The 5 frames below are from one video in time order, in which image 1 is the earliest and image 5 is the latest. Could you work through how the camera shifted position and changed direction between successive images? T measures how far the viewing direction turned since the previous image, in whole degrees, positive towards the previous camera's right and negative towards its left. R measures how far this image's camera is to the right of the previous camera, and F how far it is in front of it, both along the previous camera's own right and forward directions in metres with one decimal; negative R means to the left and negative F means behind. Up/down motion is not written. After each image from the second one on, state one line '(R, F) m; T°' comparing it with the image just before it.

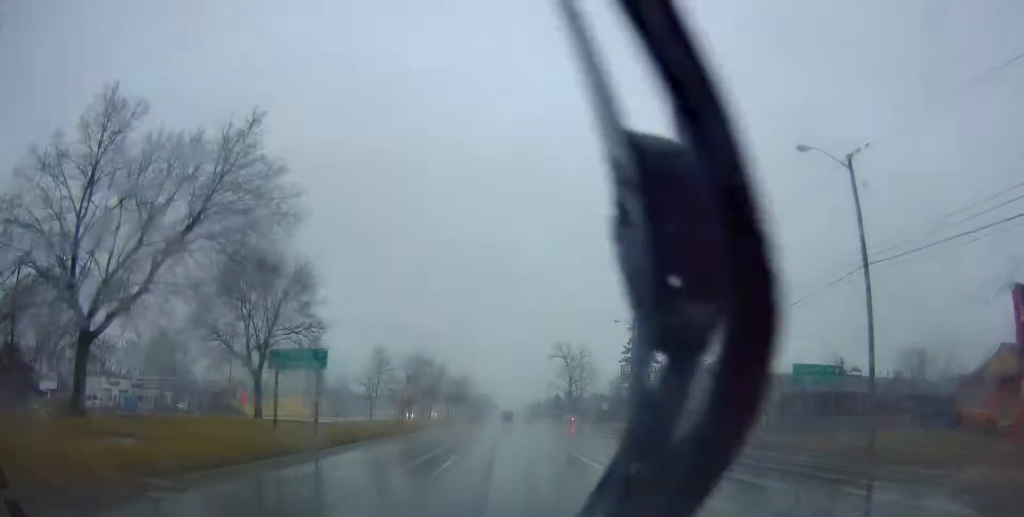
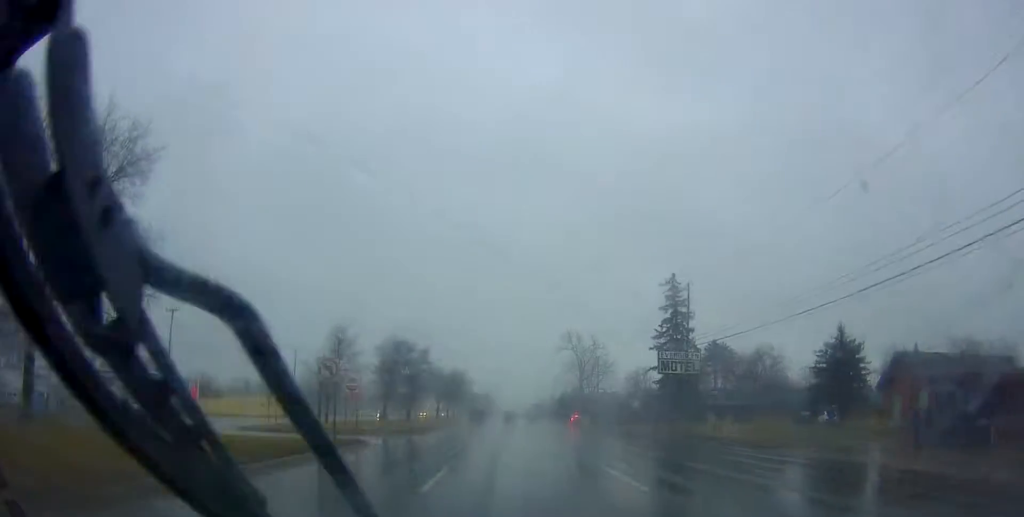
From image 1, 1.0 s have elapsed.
(-0.3, +19.6) m; -1°
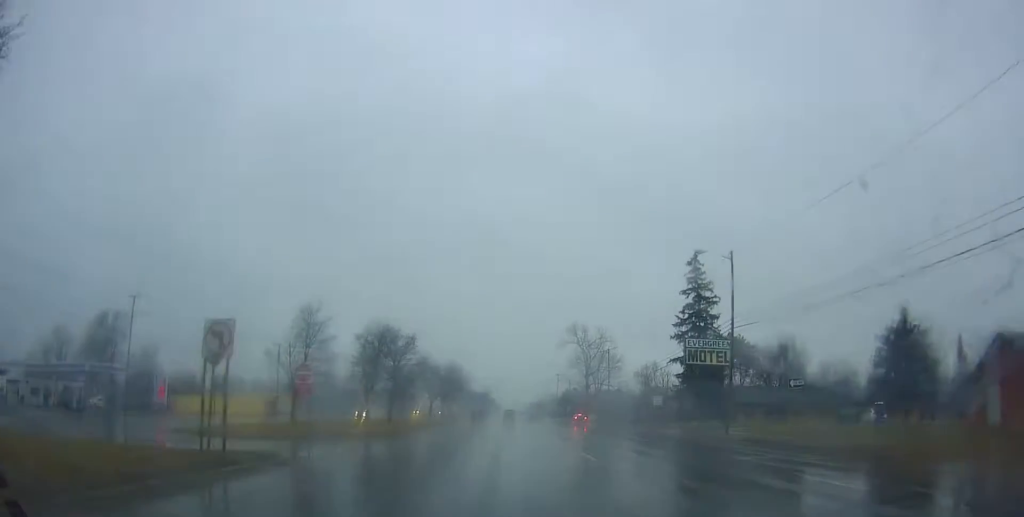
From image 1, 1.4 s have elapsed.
(-0.5, +9.5) m; 0°
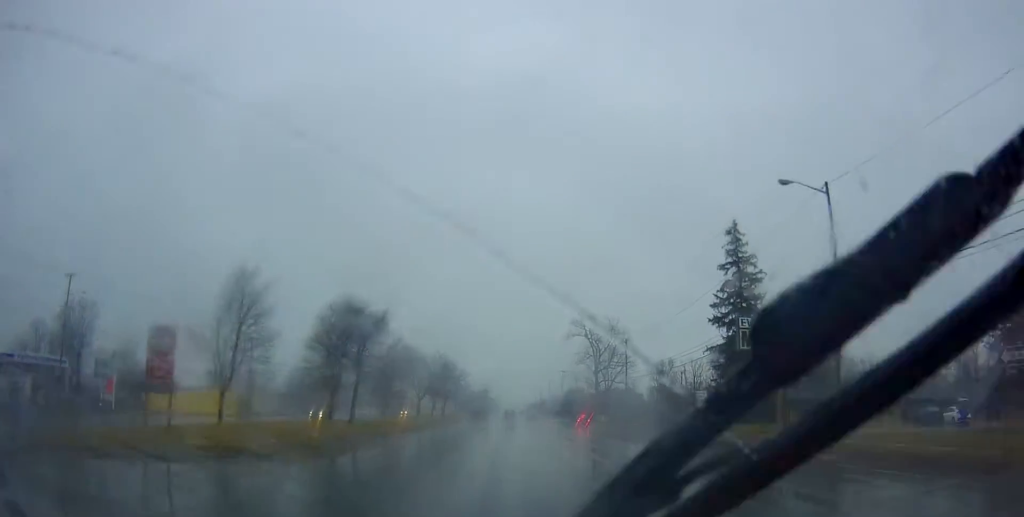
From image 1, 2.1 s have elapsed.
(+0.5, +12.9) m; +1°
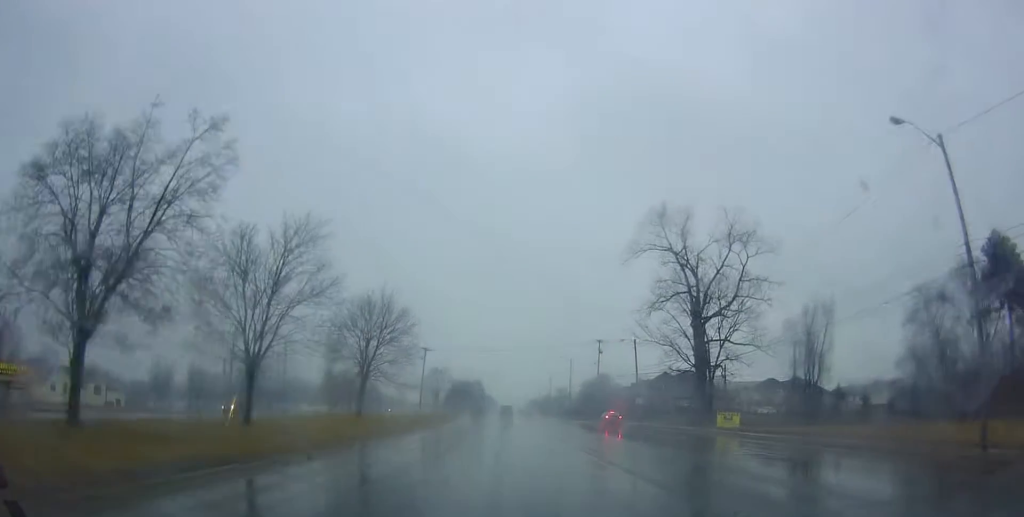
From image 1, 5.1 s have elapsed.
(-0.7, +61.9) m; 0°
